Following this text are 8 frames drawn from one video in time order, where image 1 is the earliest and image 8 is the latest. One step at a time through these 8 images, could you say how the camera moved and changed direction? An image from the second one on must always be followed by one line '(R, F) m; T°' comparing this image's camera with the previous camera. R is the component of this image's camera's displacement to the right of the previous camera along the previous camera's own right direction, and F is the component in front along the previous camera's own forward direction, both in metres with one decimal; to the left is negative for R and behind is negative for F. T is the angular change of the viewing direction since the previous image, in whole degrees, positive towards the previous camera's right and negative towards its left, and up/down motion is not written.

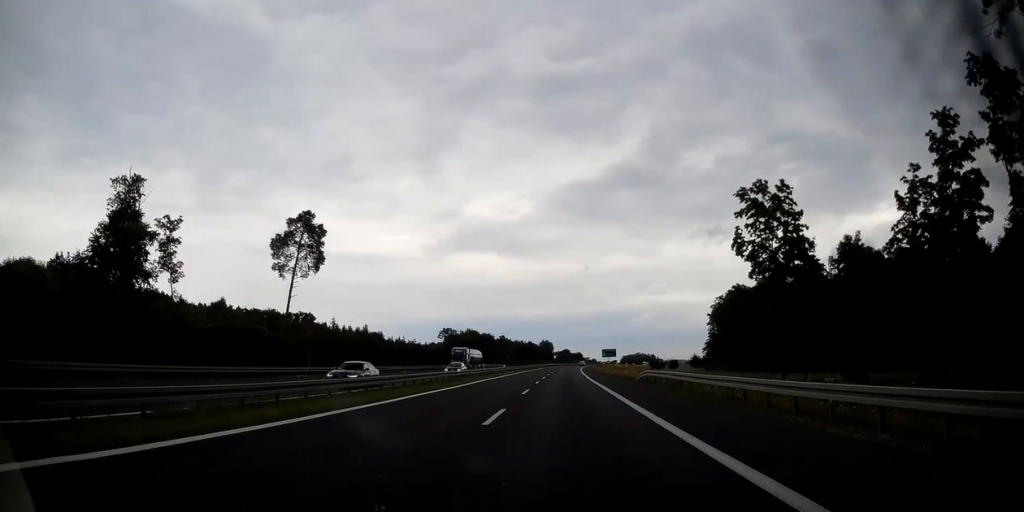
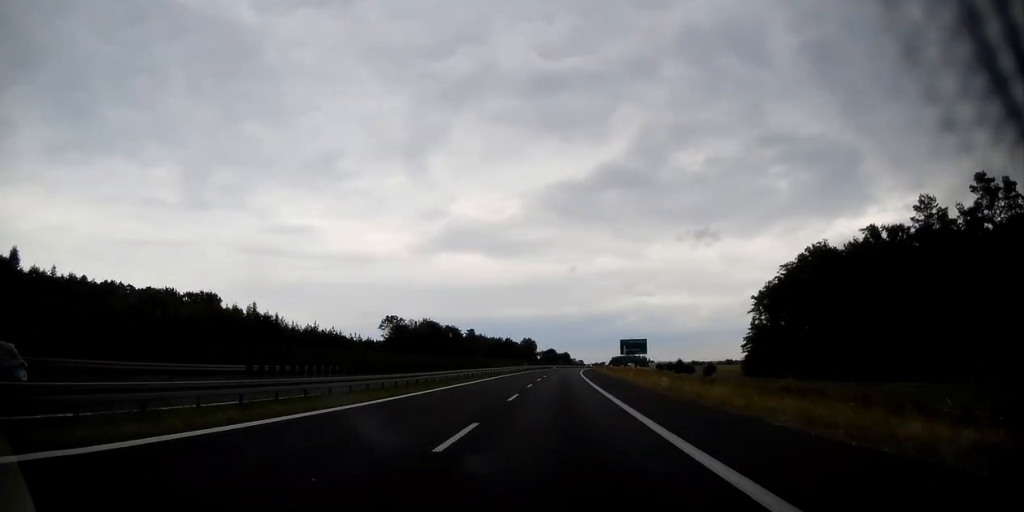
(+0.5, +63.6) m; +1°
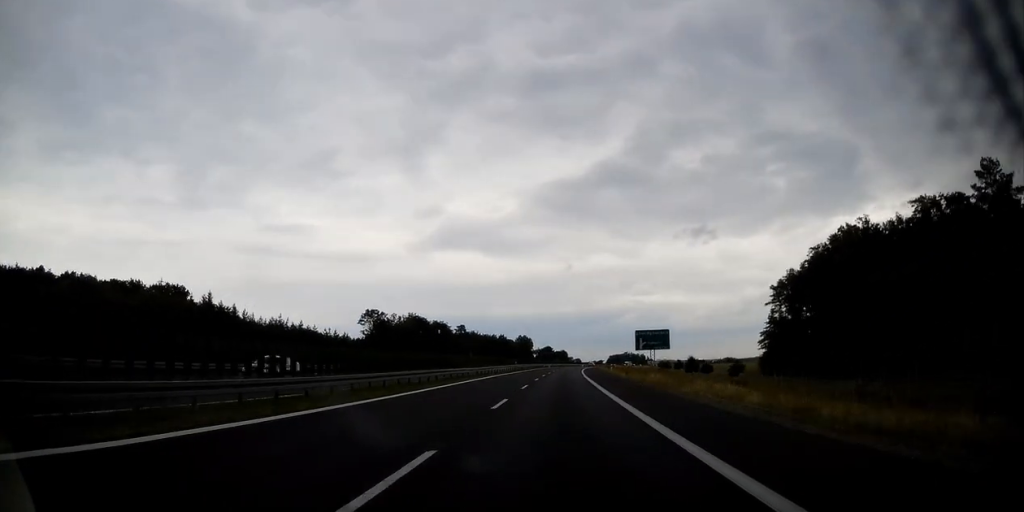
(+0.1, +16.4) m; 0°
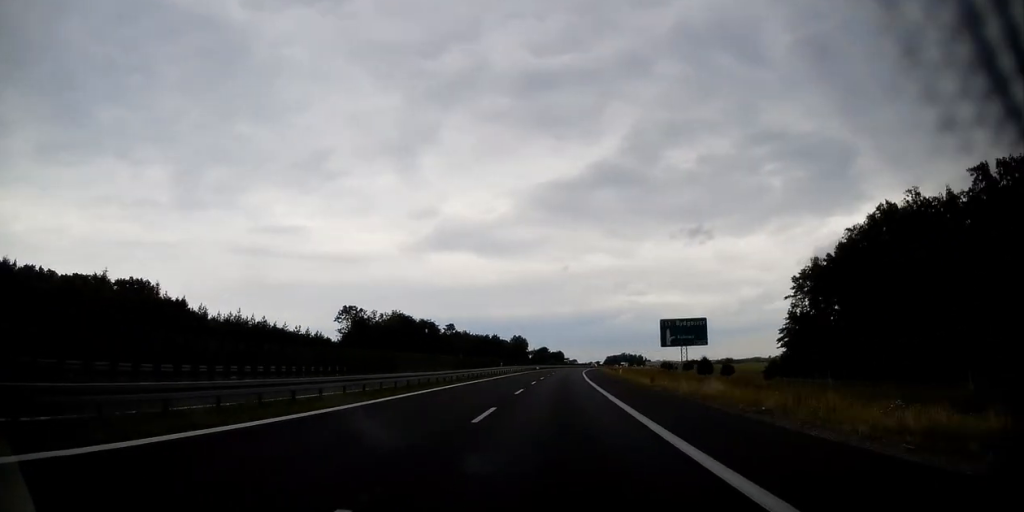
(+0.1, +15.3) m; 0°
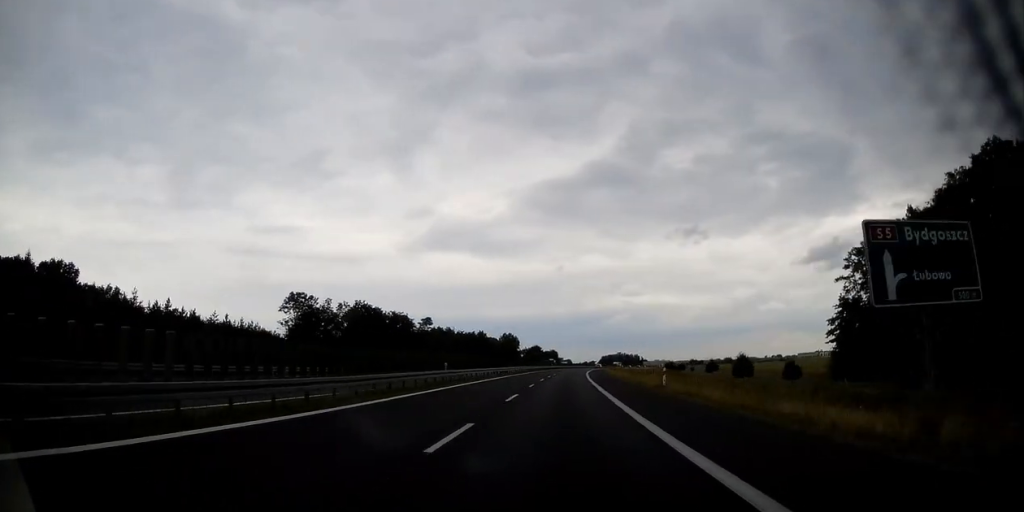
(+0.1, +28.3) m; 0°
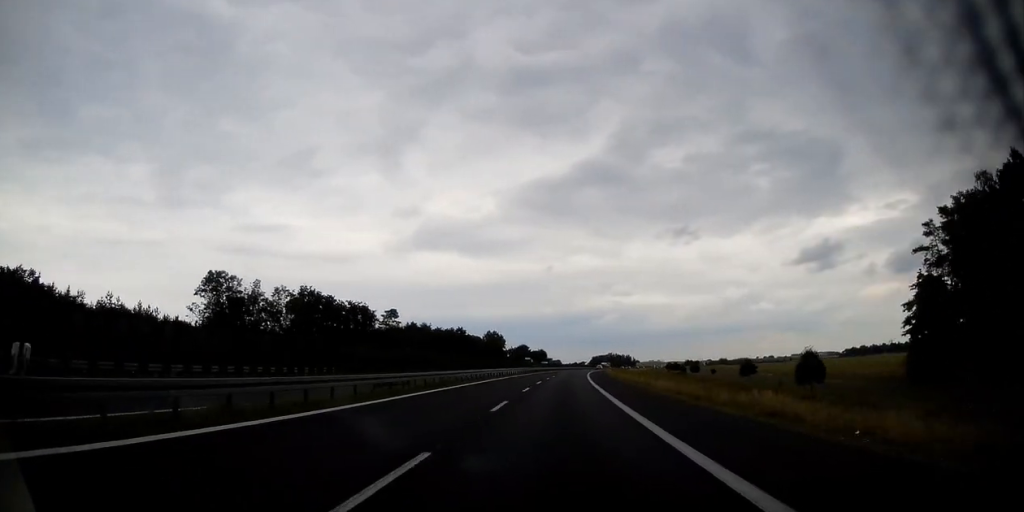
(+0.1, +28.4) m; +1°
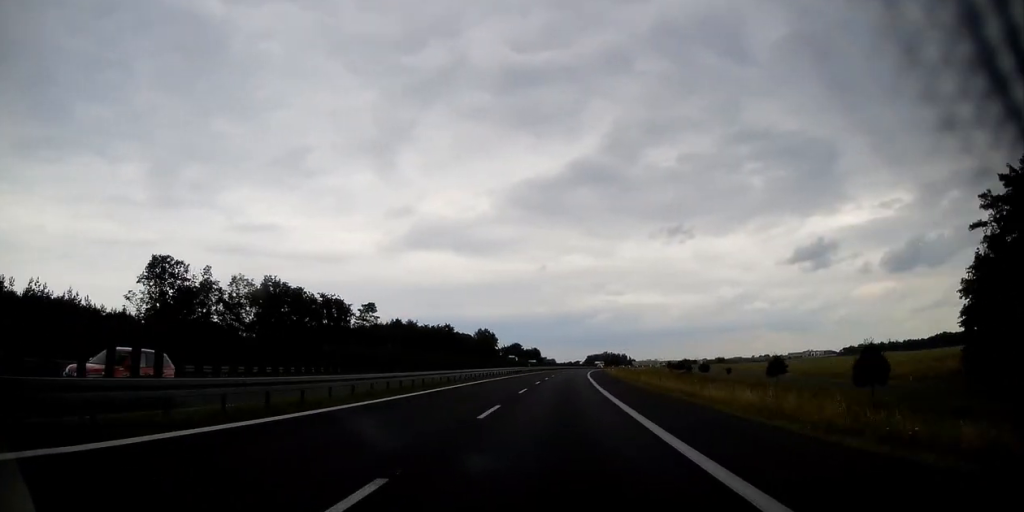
(+0.1, +14.2) m; 0°
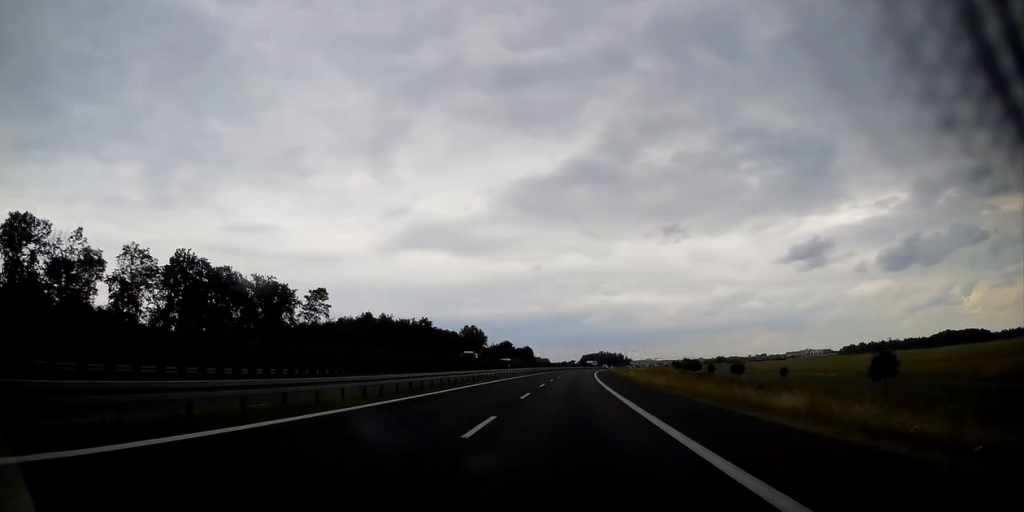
(+0.1, +27.4) m; +1°
